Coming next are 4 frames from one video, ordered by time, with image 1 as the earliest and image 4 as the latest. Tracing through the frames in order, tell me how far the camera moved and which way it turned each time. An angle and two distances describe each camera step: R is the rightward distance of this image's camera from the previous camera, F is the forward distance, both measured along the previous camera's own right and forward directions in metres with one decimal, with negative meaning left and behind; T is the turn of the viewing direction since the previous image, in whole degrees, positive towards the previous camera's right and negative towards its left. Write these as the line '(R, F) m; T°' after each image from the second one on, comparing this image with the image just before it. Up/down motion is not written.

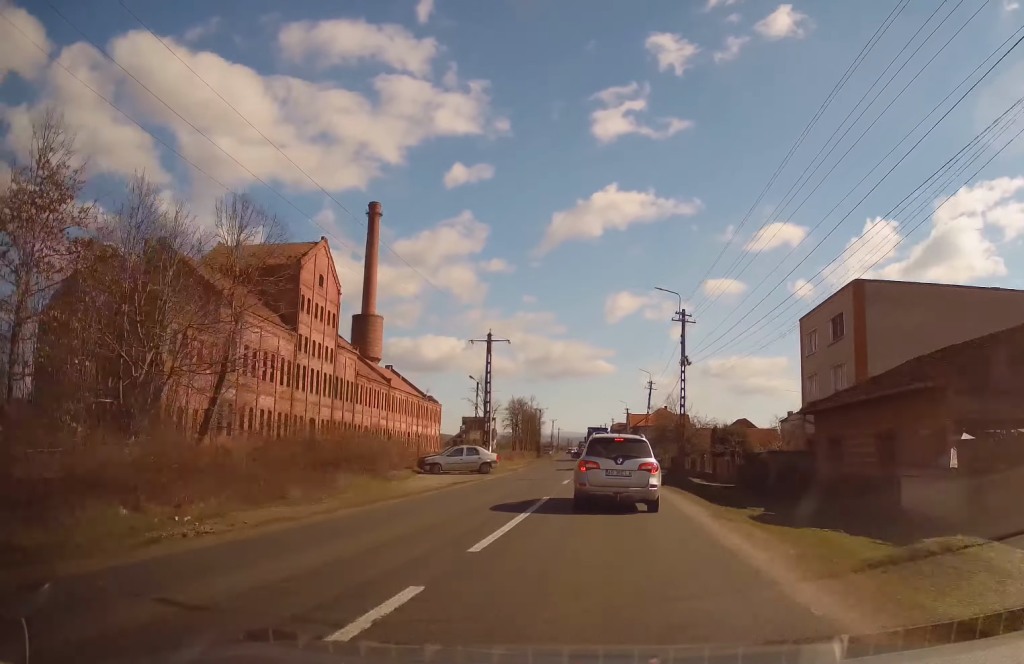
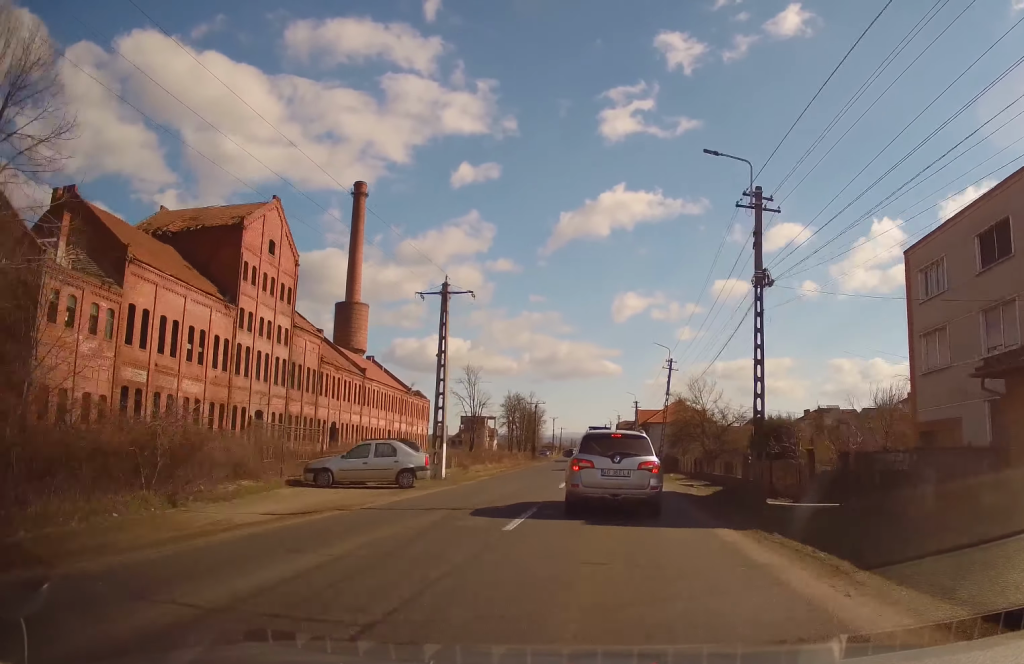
(-0.2, +14.4) m; 0°
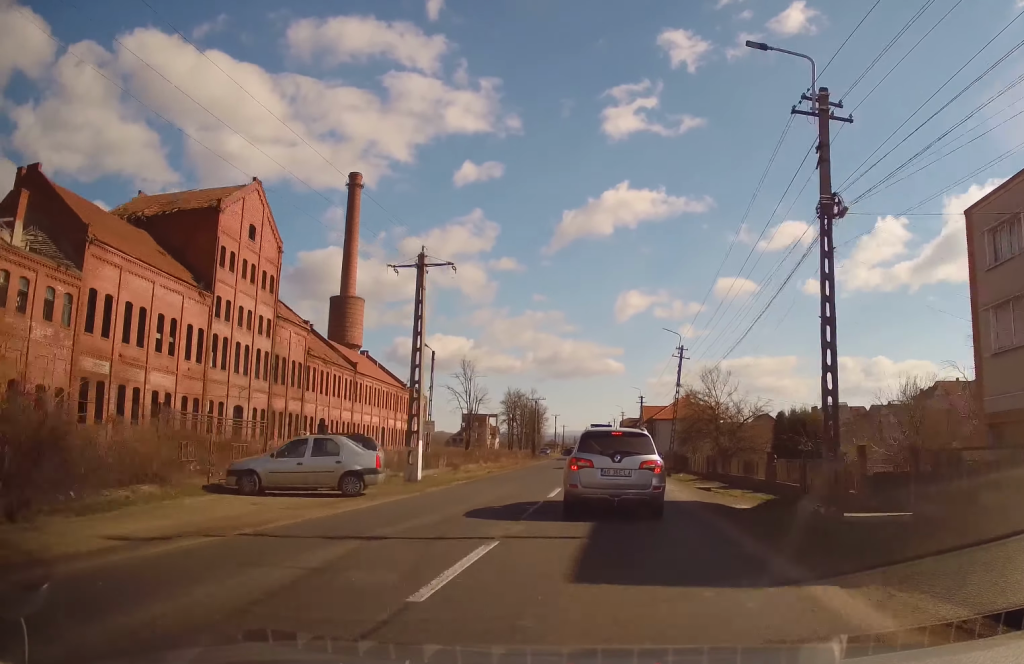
(+0.2, +4.8) m; 0°
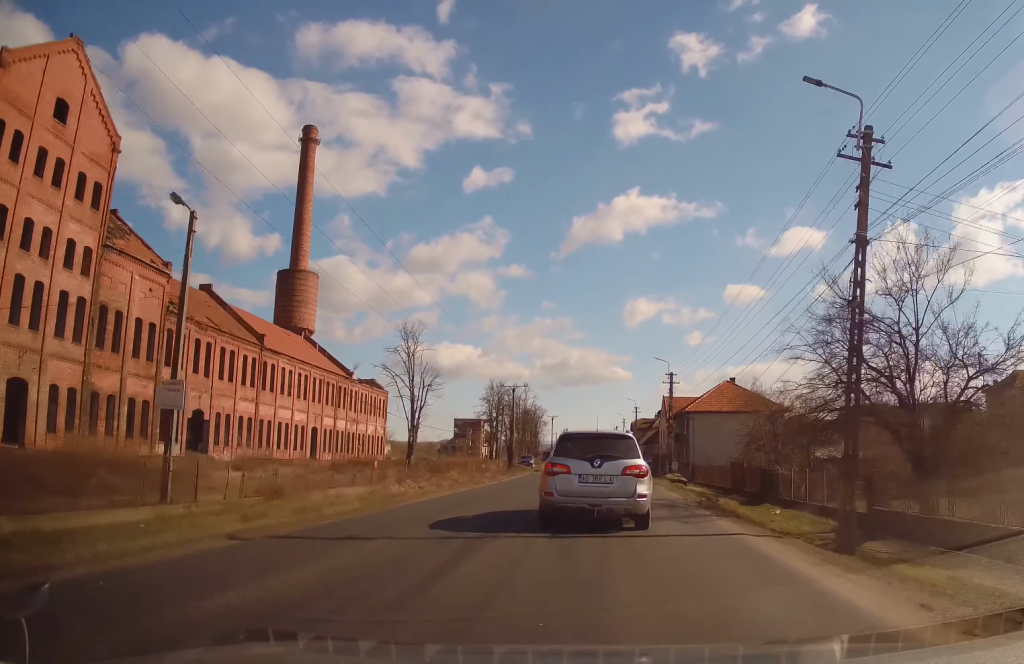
(-0.4, +30.2) m; 0°
